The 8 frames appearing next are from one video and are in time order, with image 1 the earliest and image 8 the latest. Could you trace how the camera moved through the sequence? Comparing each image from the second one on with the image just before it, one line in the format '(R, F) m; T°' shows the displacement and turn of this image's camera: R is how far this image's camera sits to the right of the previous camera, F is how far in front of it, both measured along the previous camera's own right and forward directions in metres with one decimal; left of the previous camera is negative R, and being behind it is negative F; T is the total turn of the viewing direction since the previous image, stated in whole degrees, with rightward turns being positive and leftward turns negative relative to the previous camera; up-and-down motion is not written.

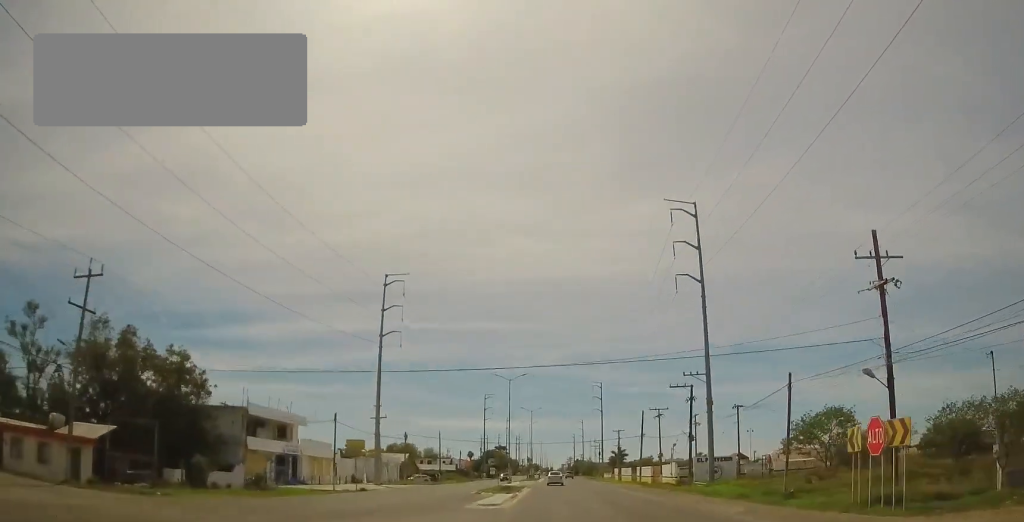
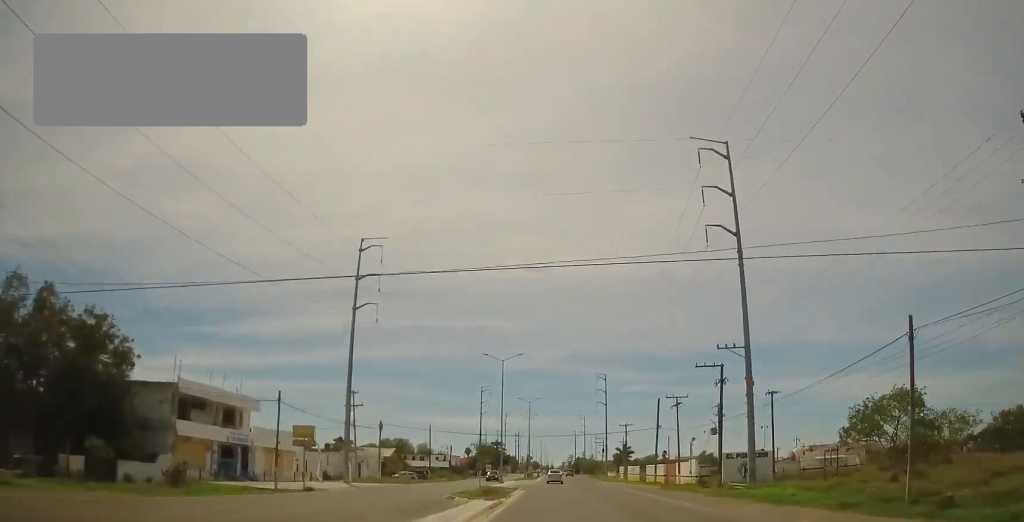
(0.0, +11.8) m; +1°
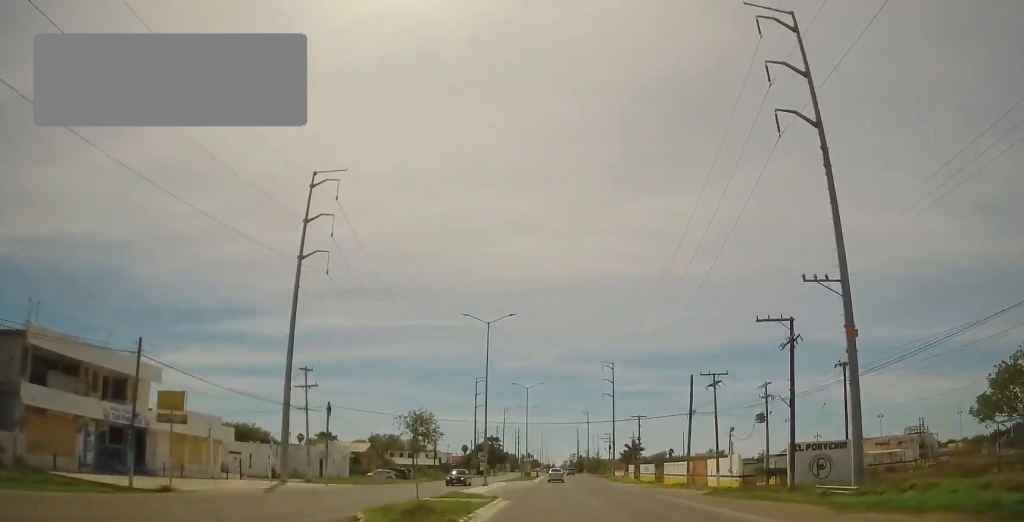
(+0.3, +16.2) m; +1°
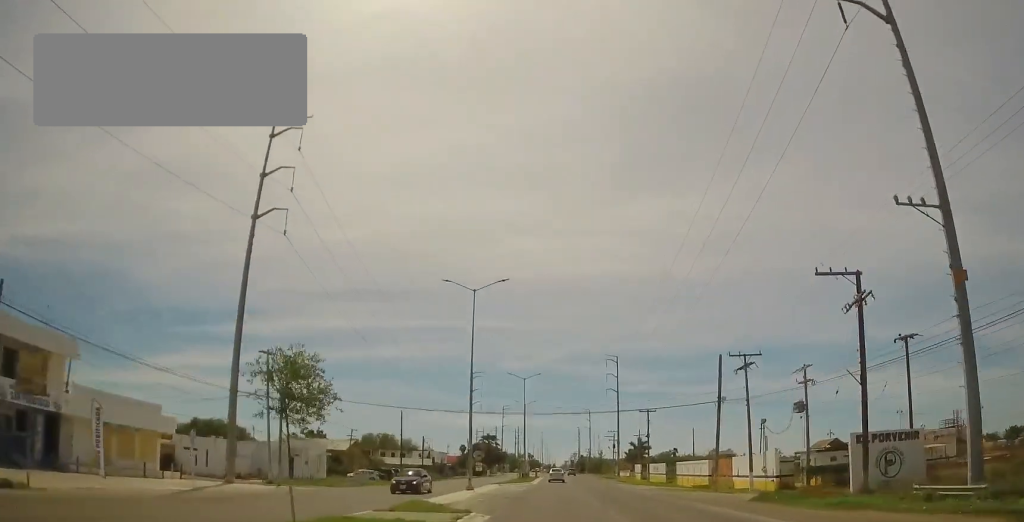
(0.0, +9.1) m; 0°
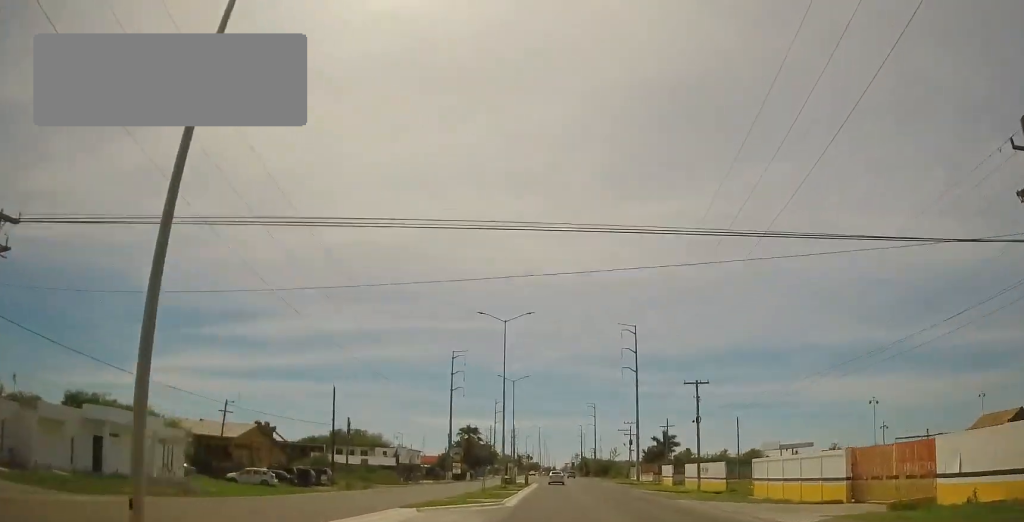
(0.0, +31.7) m; 0°
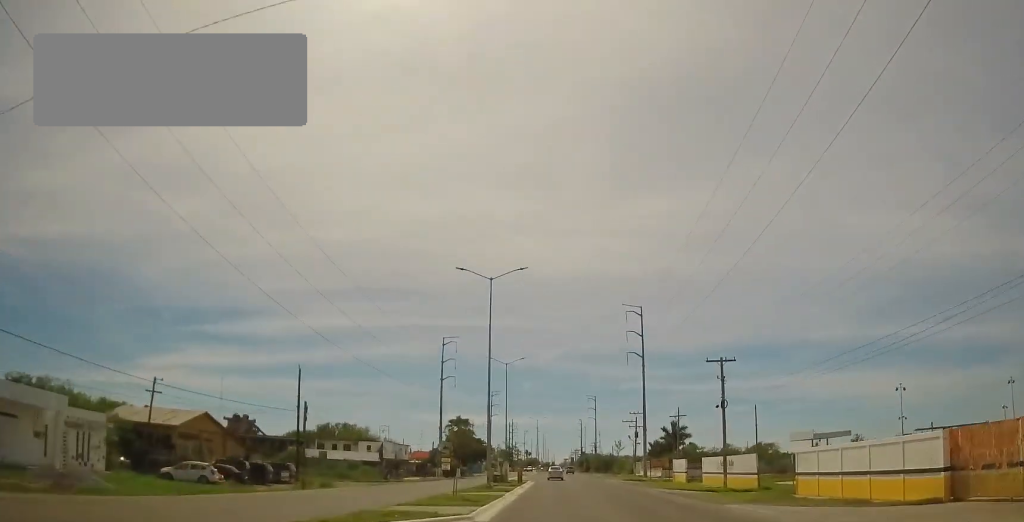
(0.0, +9.6) m; 0°
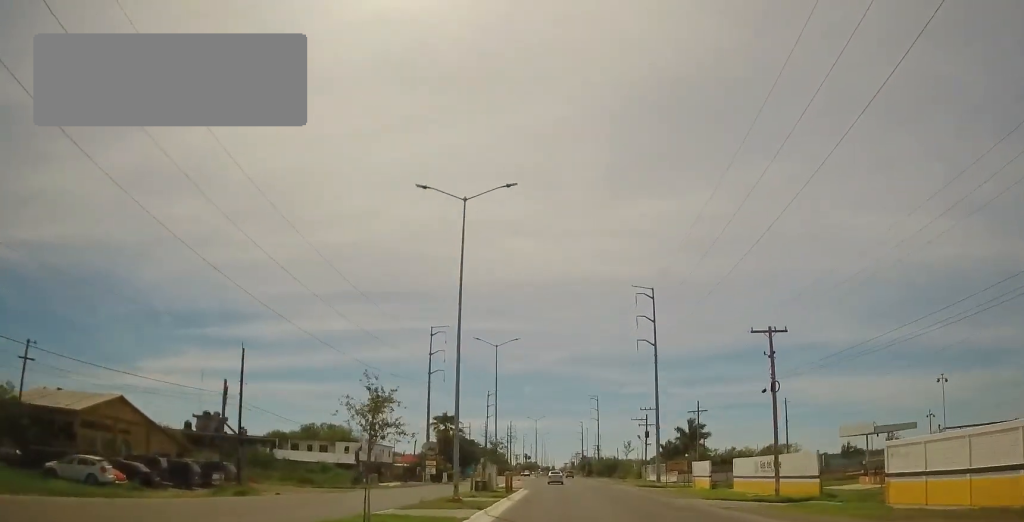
(0.0, +11.9) m; 0°
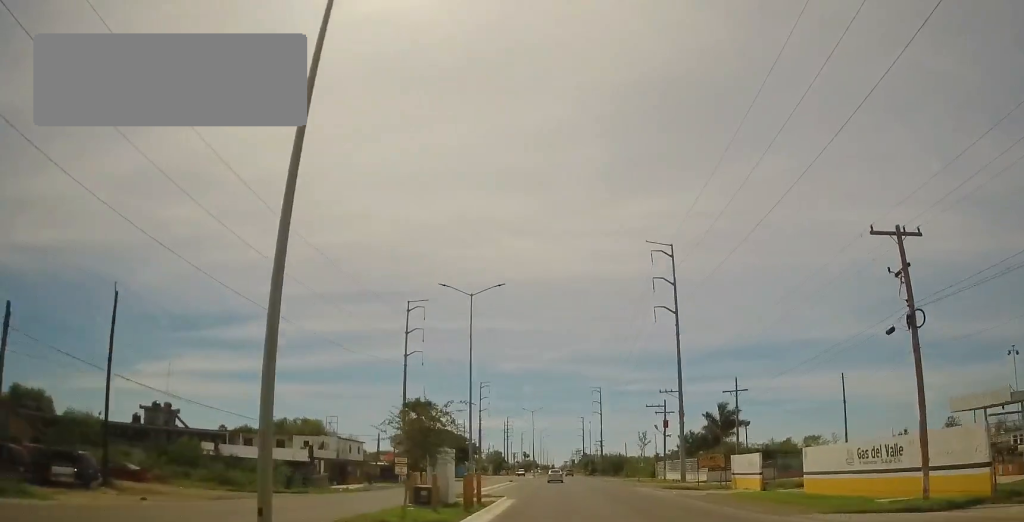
(0.0, +16.3) m; +2°
